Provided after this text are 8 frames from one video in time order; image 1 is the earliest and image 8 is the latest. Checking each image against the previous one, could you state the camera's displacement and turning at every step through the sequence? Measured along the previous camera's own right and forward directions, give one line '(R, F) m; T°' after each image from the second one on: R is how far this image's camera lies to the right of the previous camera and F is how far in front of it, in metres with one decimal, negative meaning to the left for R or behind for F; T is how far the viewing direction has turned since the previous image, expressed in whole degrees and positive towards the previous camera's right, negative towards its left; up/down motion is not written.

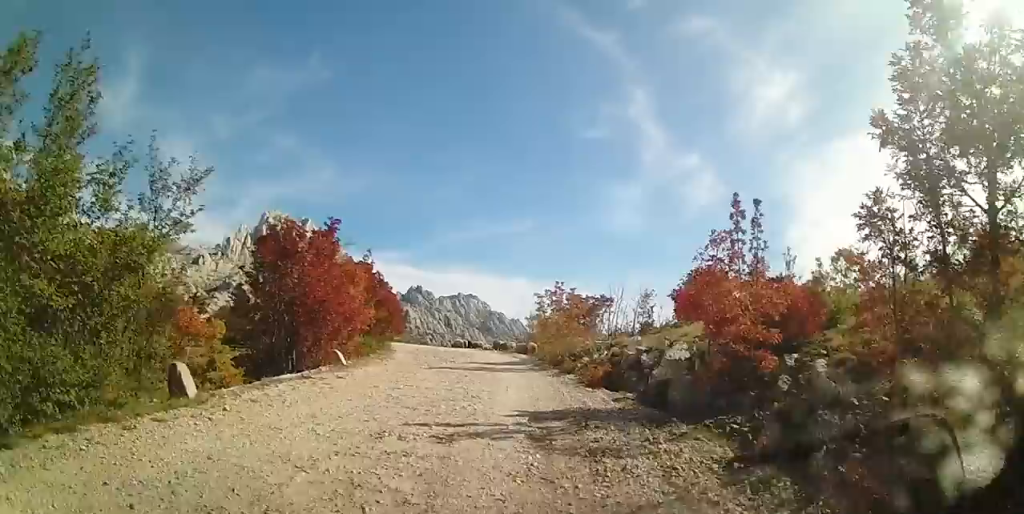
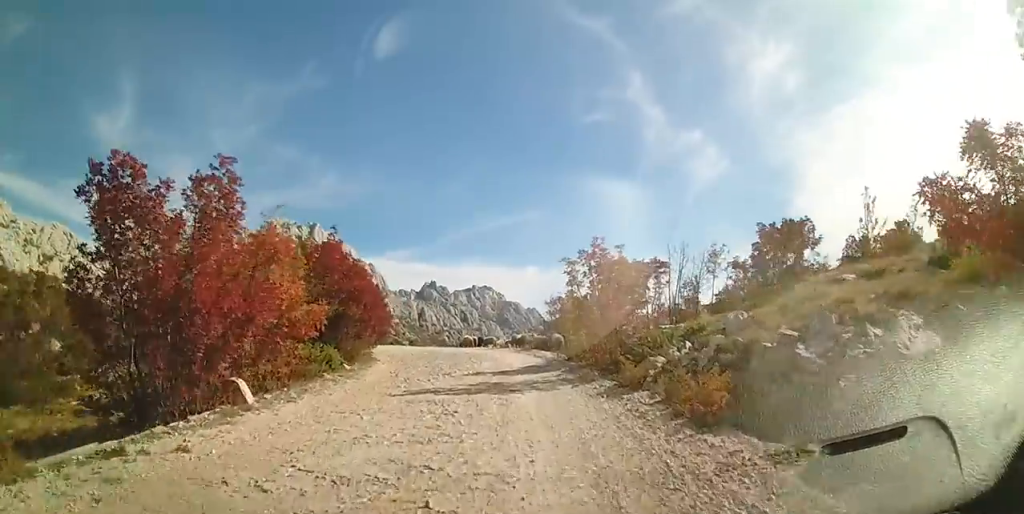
(0.0, +6.6) m; -4°
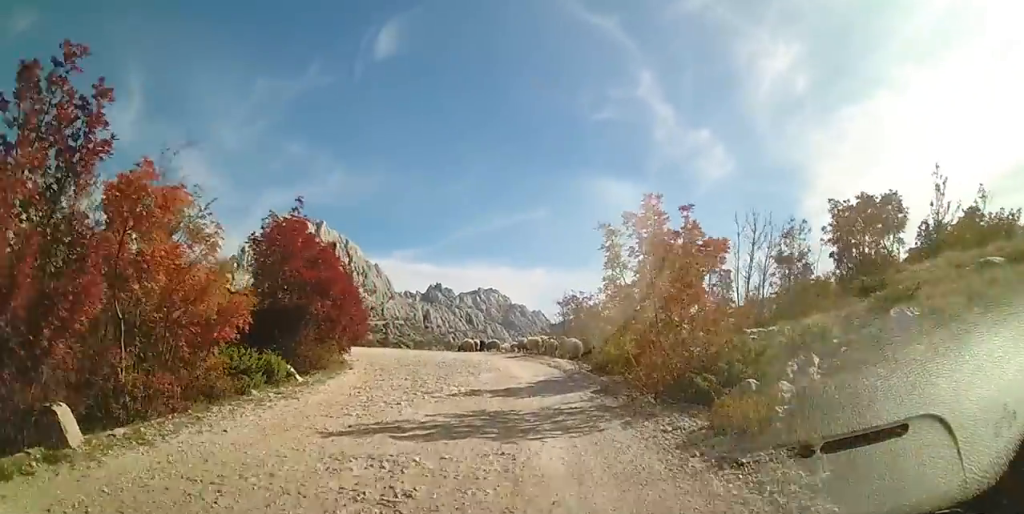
(-0.2, +4.2) m; -1°
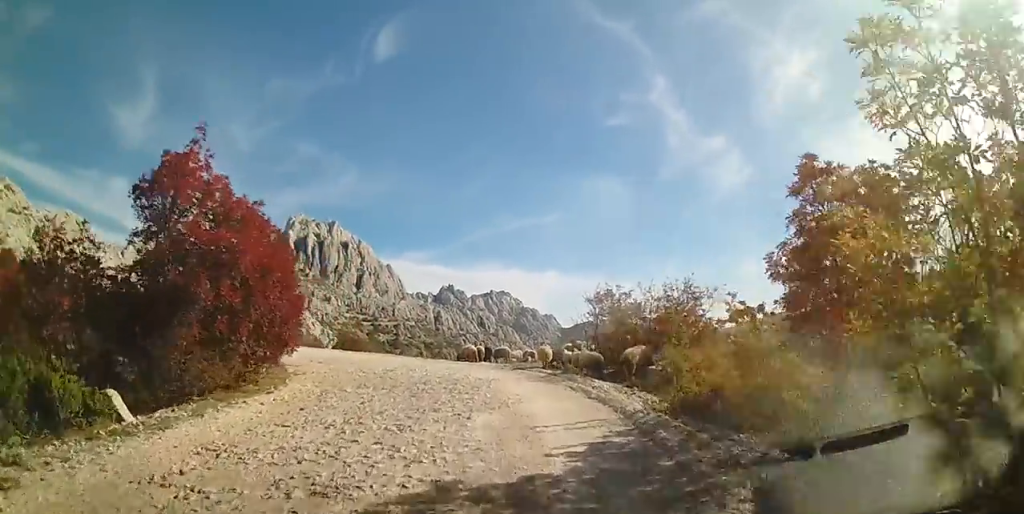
(+0.1, +6.3) m; +4°
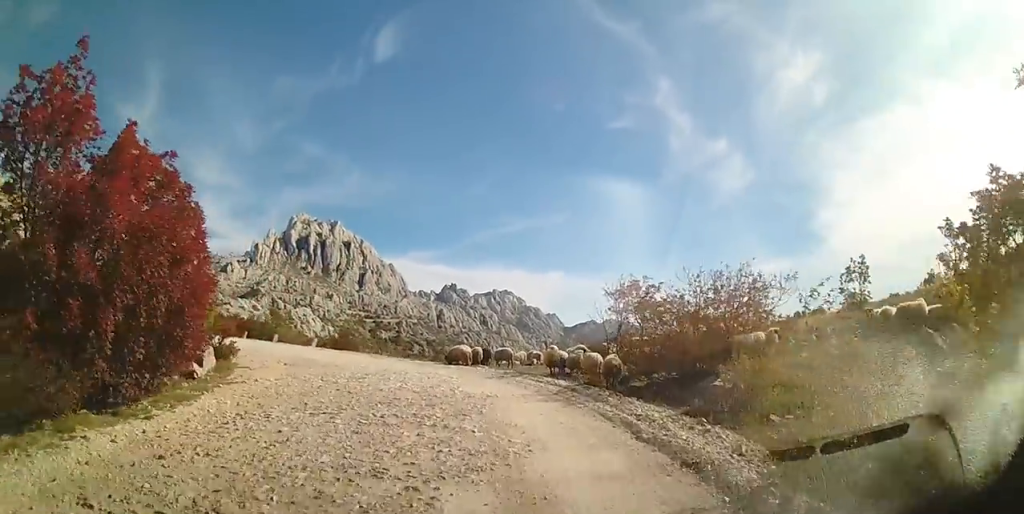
(+0.1, +3.8) m; -2°
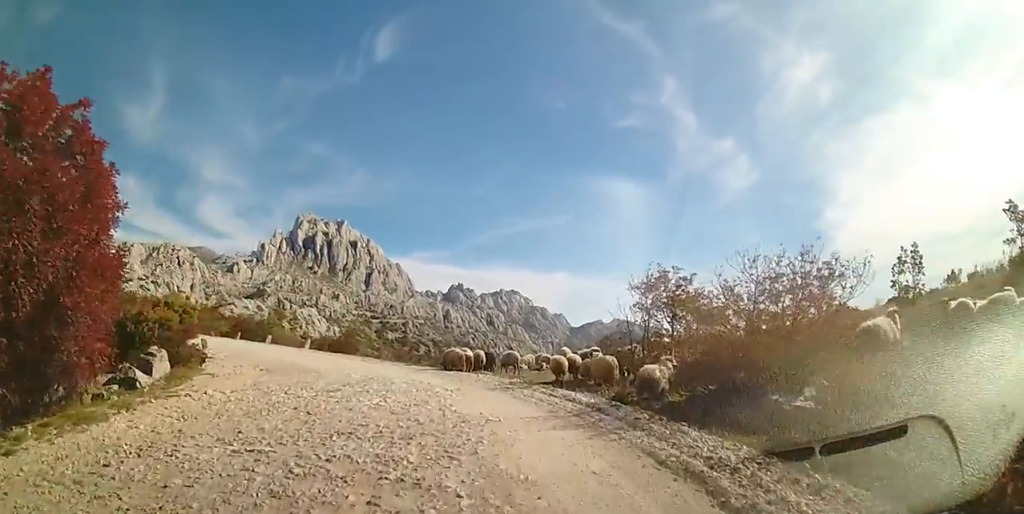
(+0.1, +2.6) m; -3°
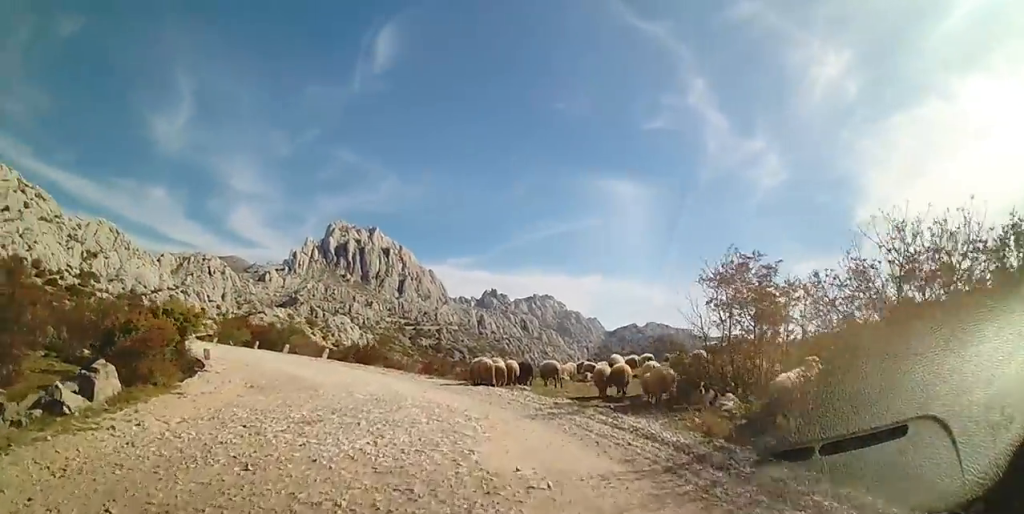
(-0.3, +3.0) m; -5°
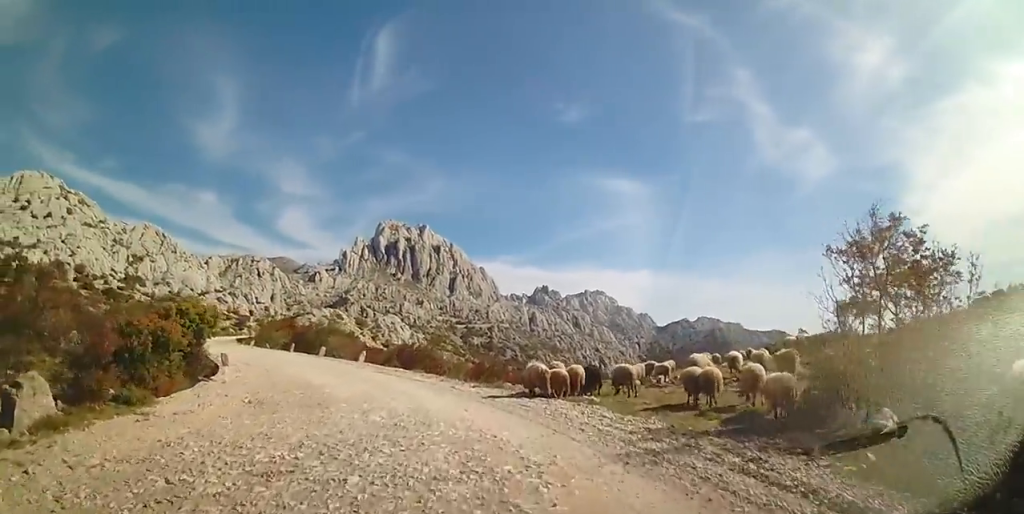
(-0.1, +3.0) m; -5°
